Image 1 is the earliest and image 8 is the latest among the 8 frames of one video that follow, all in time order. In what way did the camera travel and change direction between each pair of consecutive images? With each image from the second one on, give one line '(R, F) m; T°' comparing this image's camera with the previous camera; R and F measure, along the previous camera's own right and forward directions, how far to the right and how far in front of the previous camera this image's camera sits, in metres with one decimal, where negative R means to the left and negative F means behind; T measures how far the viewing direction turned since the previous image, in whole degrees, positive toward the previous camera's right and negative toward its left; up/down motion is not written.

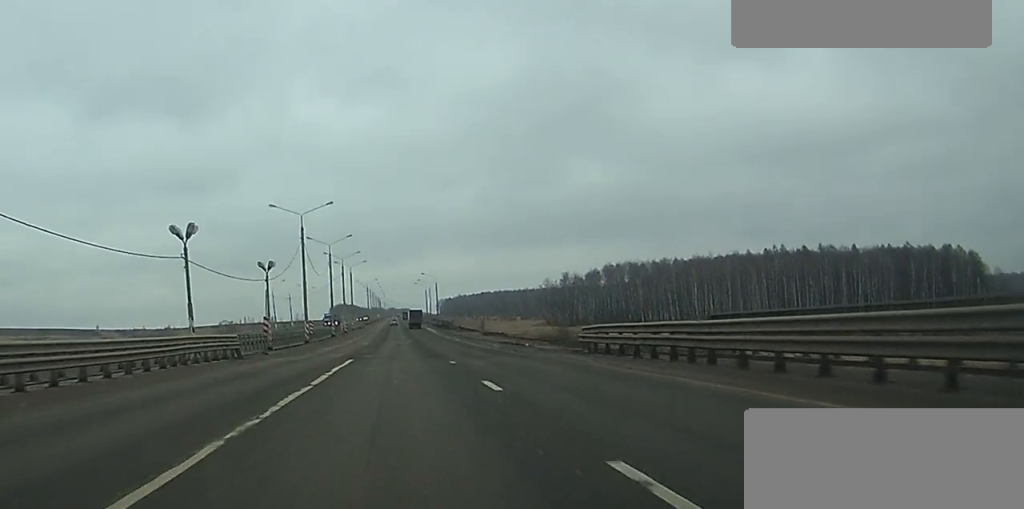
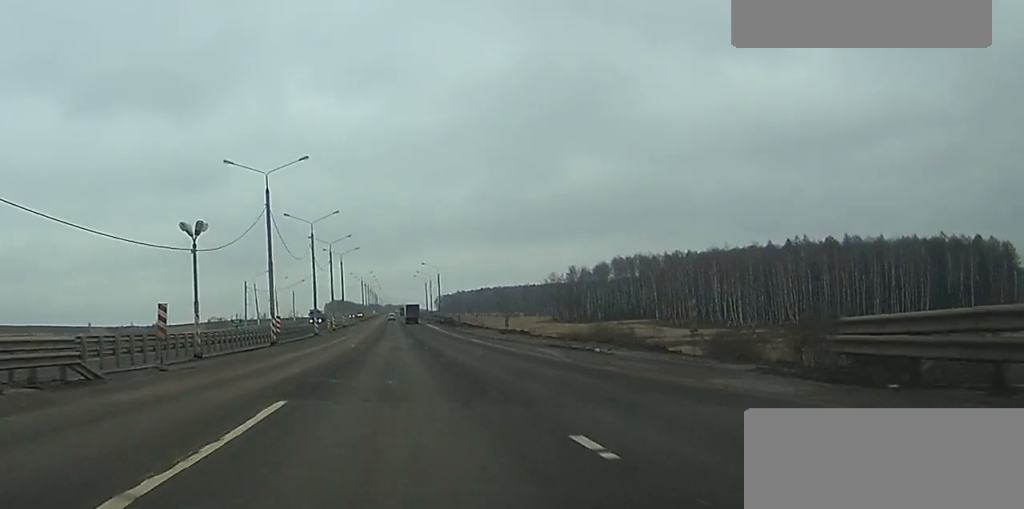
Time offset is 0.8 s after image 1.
(0.0, +22.4) m; 0°
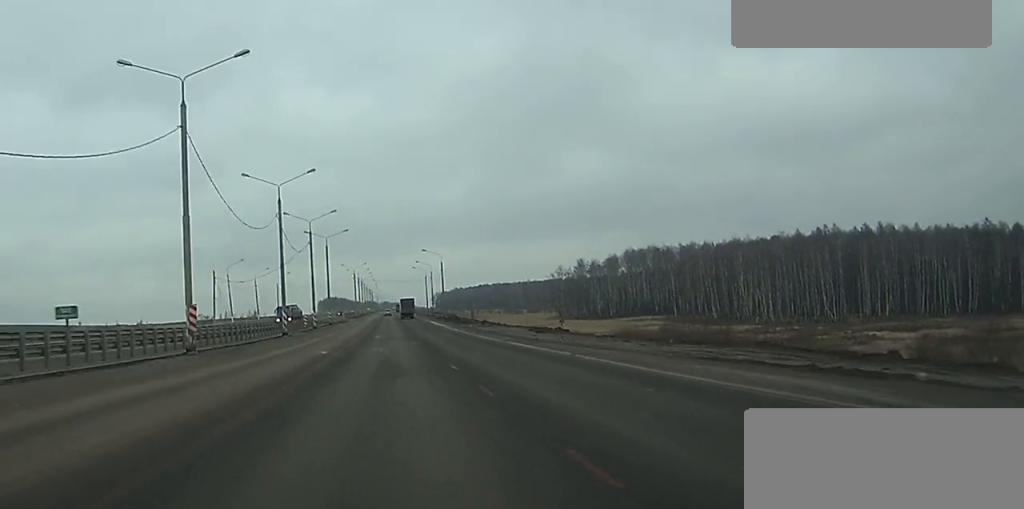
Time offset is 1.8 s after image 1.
(+0.1, +25.7) m; 0°
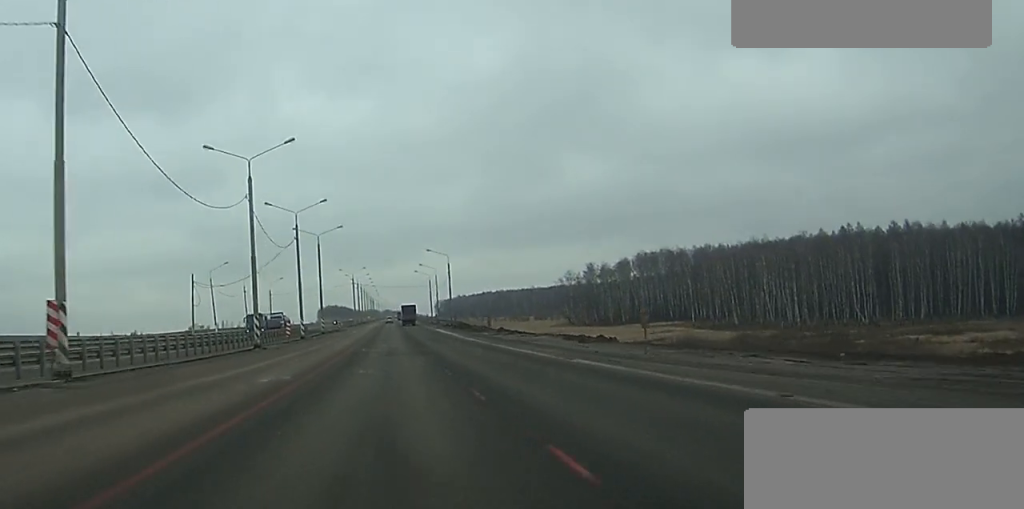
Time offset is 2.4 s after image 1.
(0.0, +15.7) m; 0°
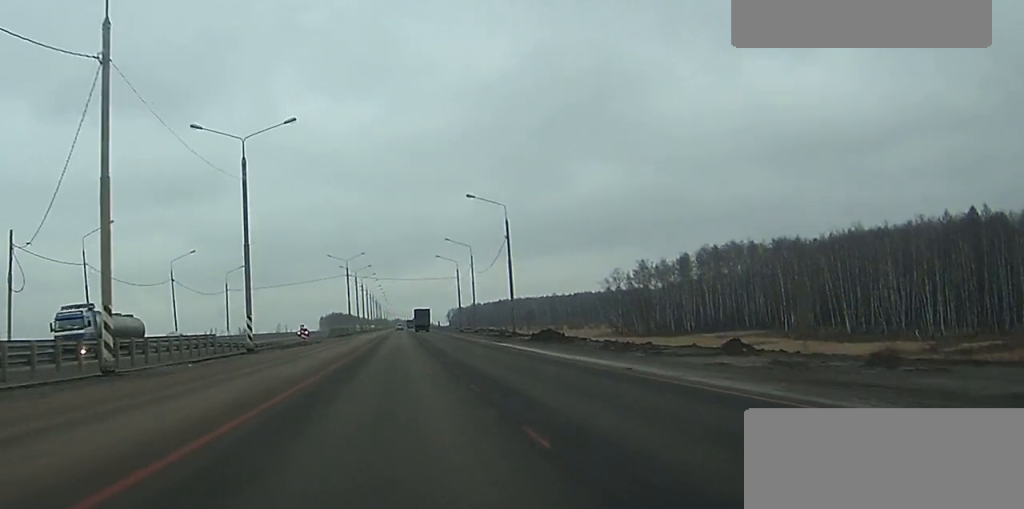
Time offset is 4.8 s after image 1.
(+0.1, +60.5) m; 0°
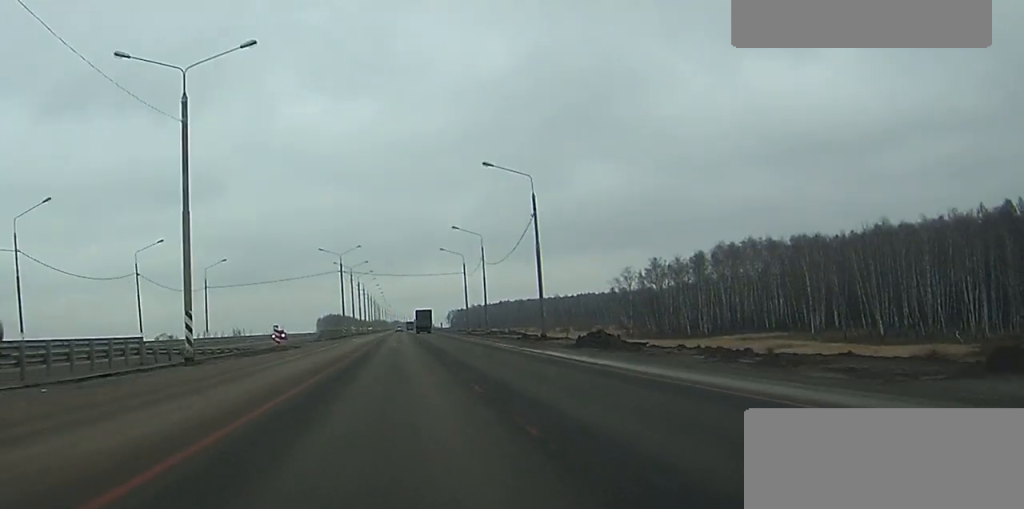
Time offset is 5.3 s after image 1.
(0.0, +14.1) m; 0°
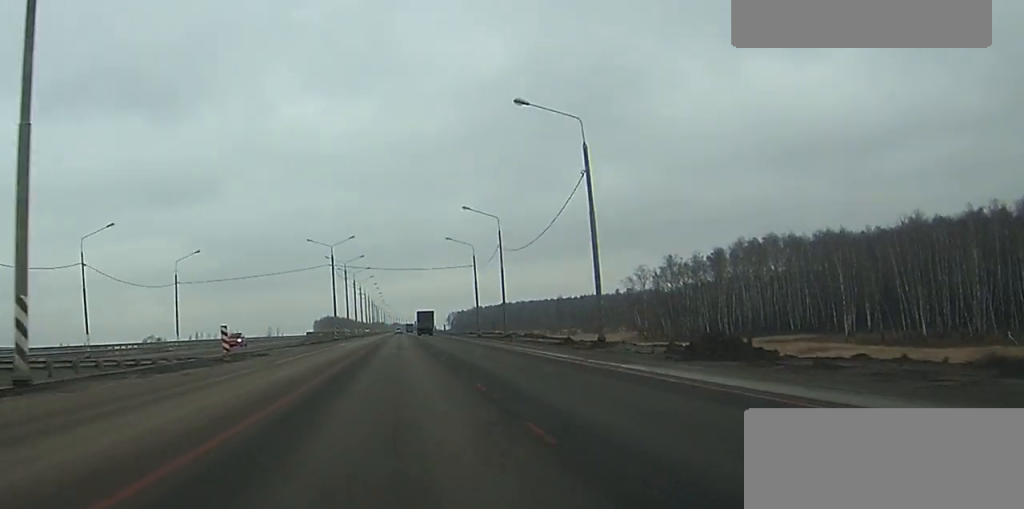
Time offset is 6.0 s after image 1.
(-0.1, +15.5) m; -1°
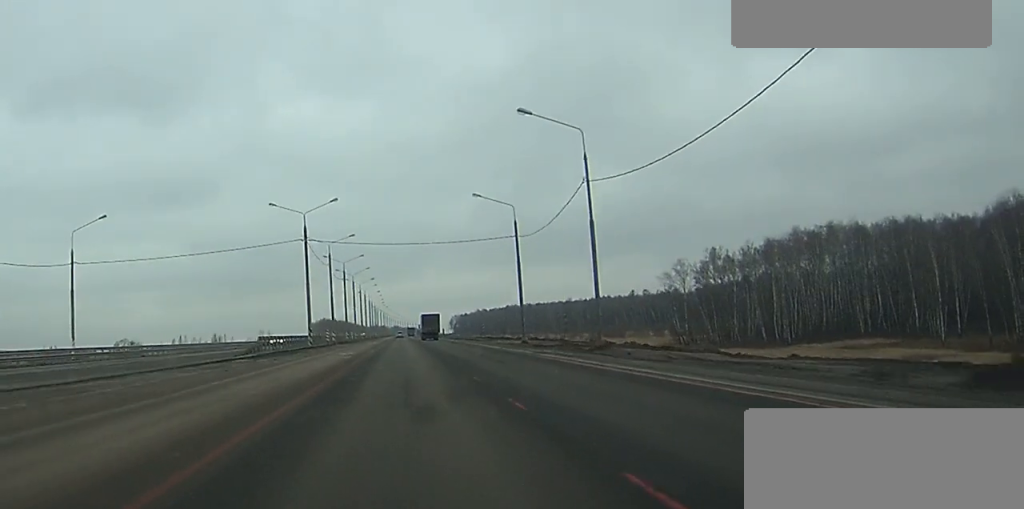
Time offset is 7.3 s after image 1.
(-0.3, +32.9) m; -1°
